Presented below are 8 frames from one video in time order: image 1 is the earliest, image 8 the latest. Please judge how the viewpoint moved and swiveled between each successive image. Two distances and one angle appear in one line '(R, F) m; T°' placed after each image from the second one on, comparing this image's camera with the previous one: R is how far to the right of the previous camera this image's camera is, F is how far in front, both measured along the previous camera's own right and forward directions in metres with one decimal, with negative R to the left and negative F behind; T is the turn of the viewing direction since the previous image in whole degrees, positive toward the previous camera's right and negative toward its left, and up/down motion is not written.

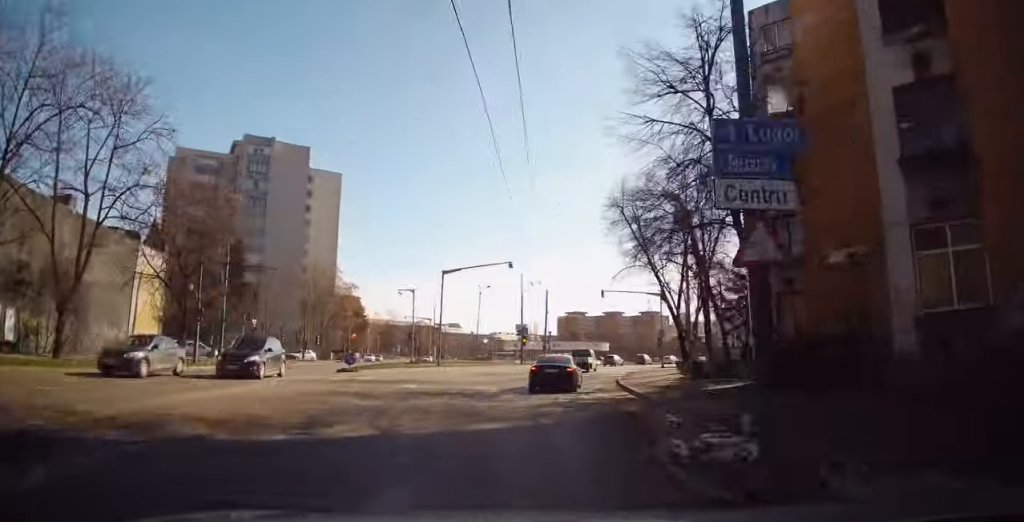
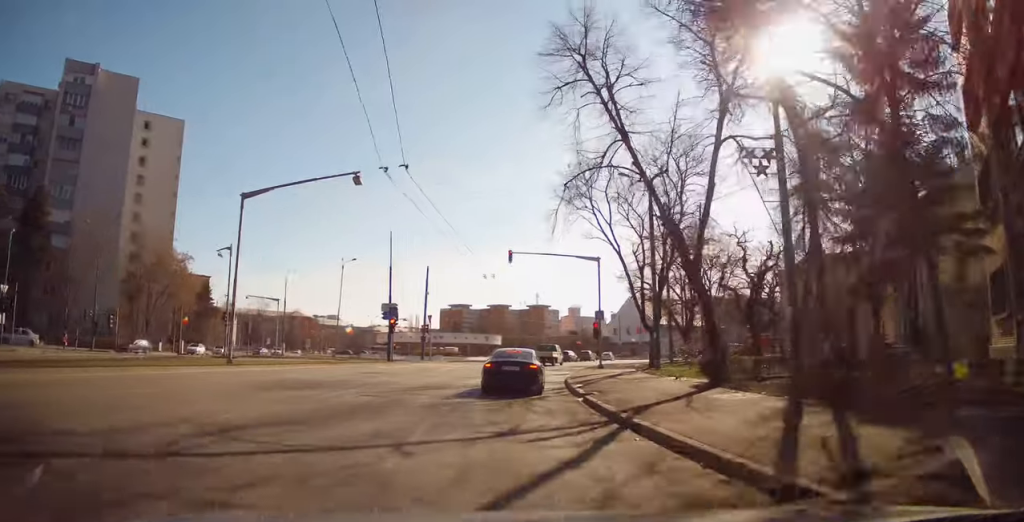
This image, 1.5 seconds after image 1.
(+2.0, +18.5) m; +10°
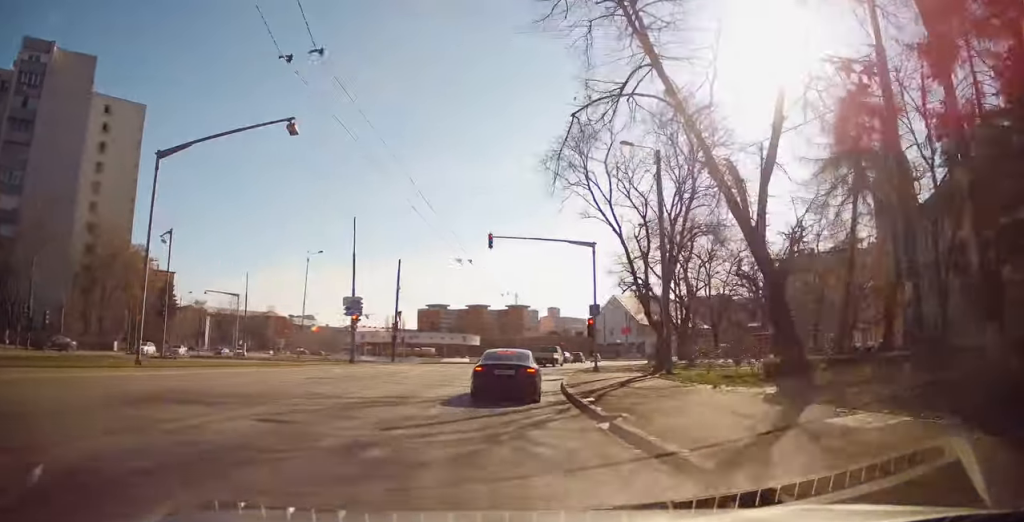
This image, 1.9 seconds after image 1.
(0.0, +5.3) m; +3°
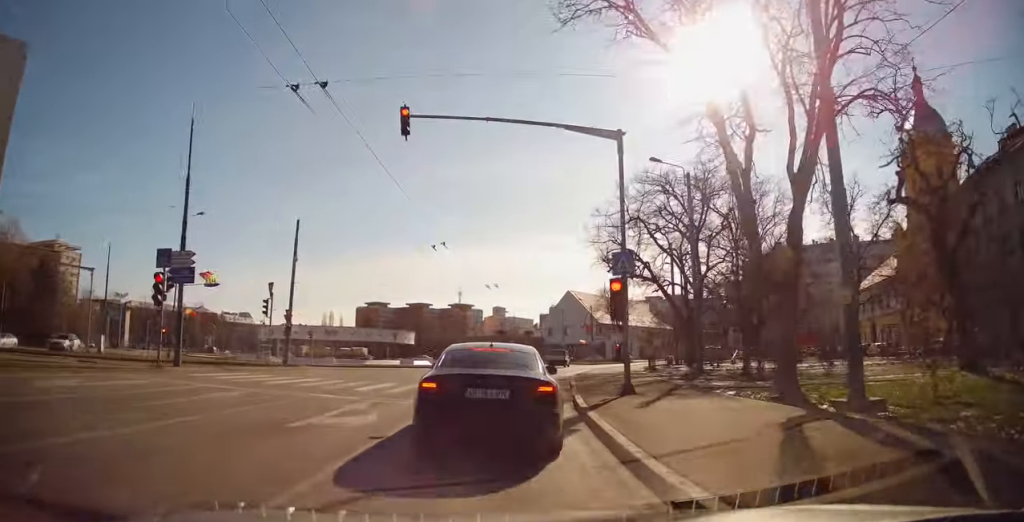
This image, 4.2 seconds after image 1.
(+1.3, +17.5) m; +4°
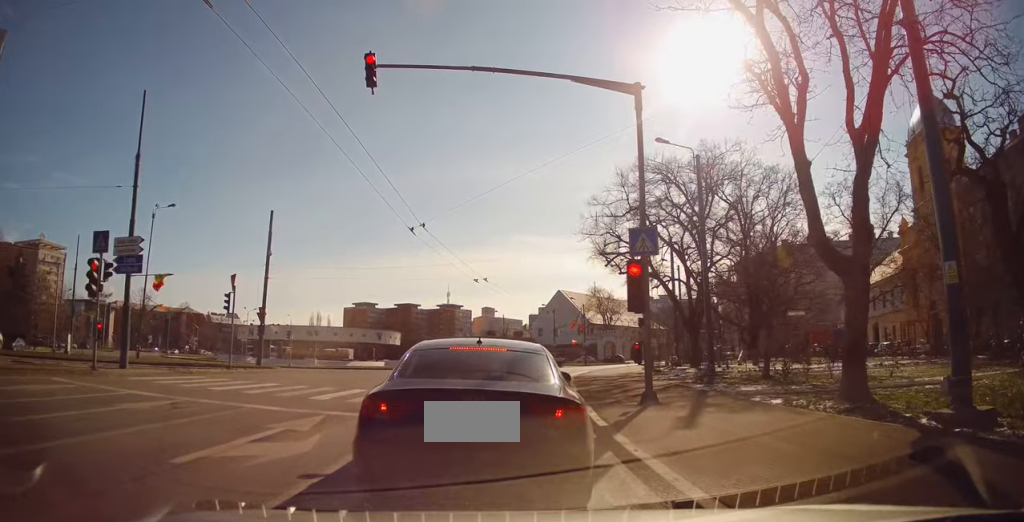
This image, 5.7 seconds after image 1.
(+0.1, +4.7) m; +8°
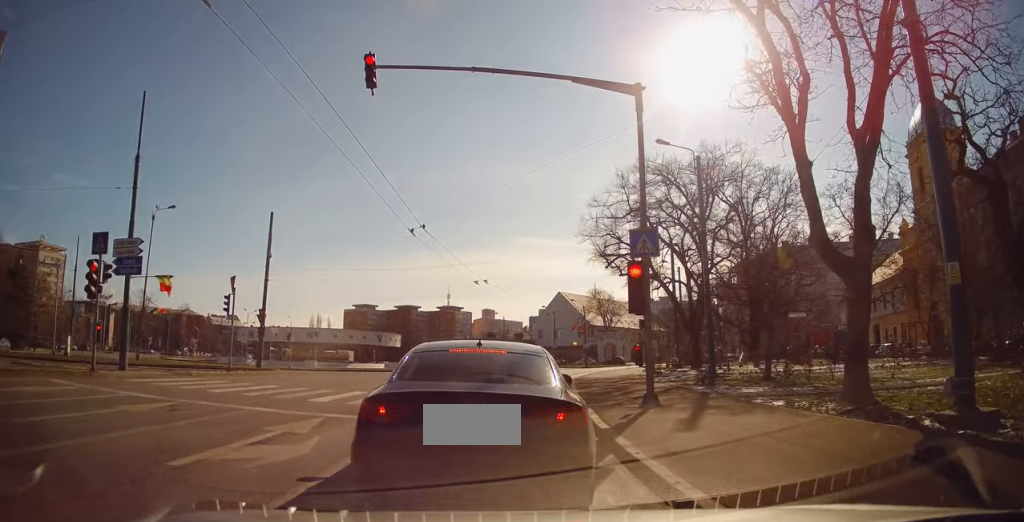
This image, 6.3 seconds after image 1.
(0.0, +0.6) m; +1°
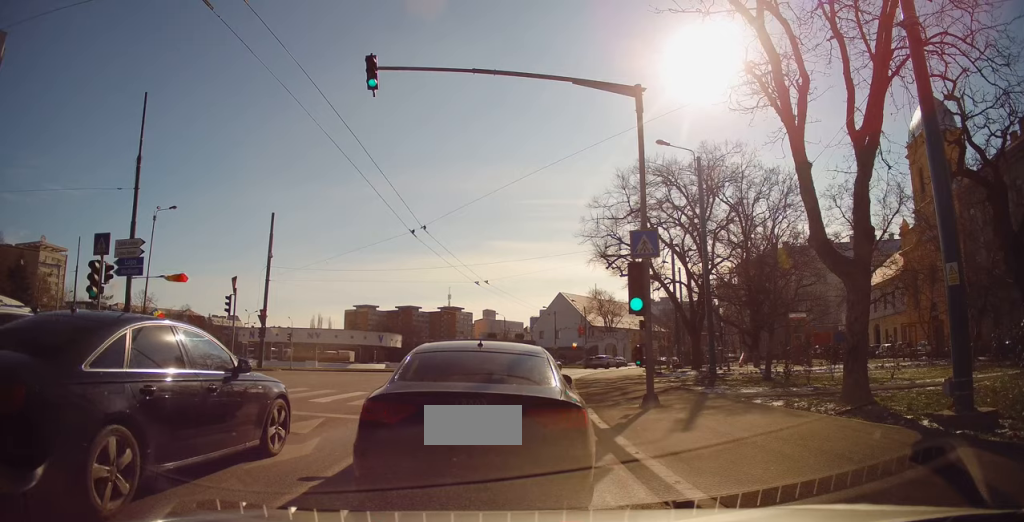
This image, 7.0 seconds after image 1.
(-0.1, +0.5) m; 0°
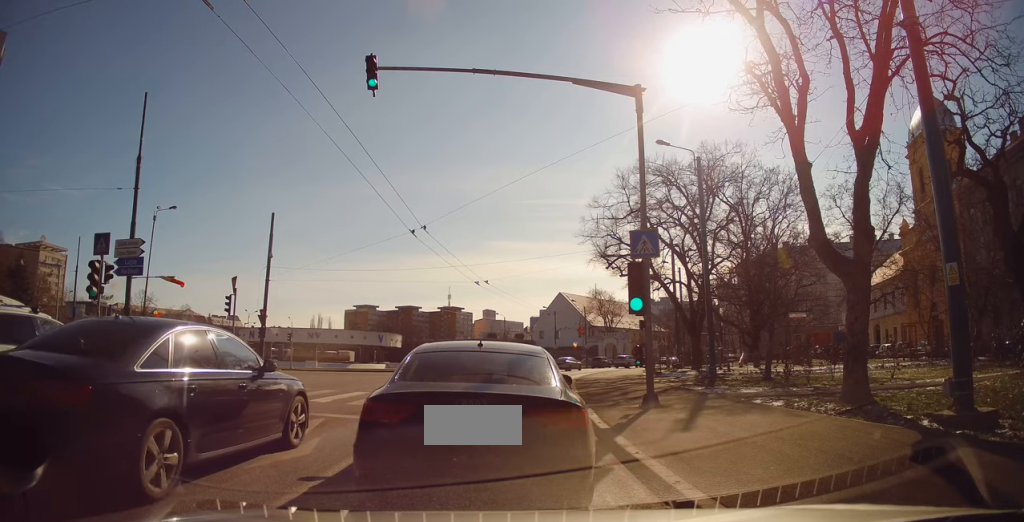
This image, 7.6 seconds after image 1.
(0.0, +0.1) m; 0°
